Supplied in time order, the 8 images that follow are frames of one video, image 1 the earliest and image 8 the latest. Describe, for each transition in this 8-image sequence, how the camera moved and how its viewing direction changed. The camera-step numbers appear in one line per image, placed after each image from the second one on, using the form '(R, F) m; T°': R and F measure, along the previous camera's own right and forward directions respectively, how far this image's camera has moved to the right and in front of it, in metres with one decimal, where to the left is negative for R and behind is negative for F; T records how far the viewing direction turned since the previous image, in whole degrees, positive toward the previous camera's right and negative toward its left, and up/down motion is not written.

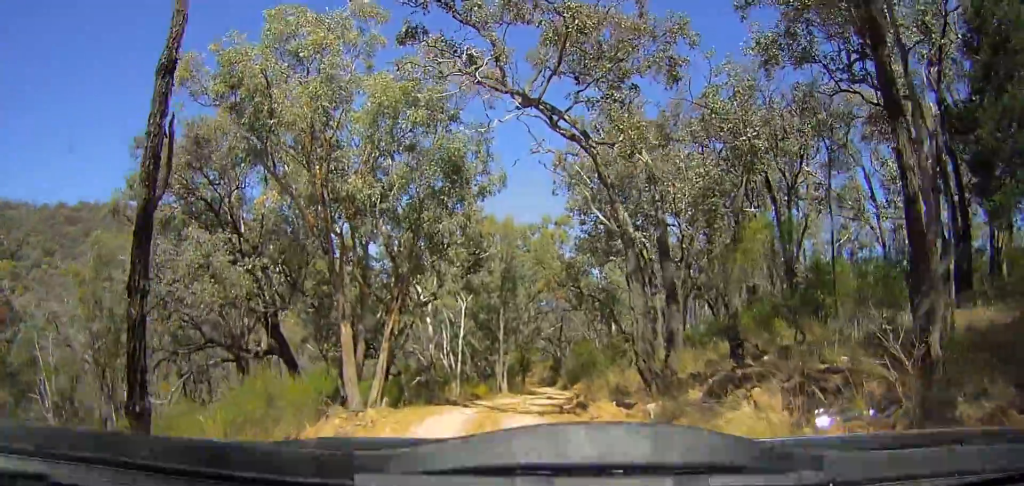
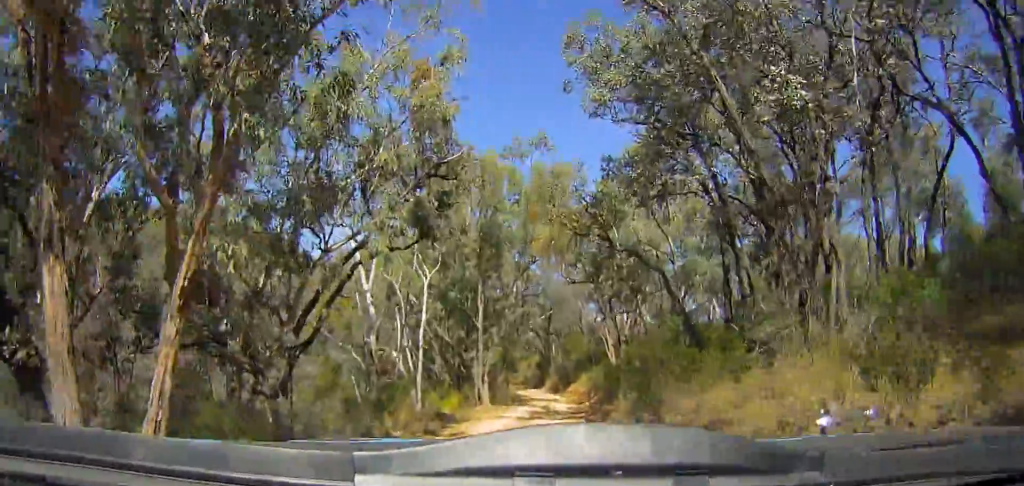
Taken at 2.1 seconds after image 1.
(-0.1, +12.2) m; -1°
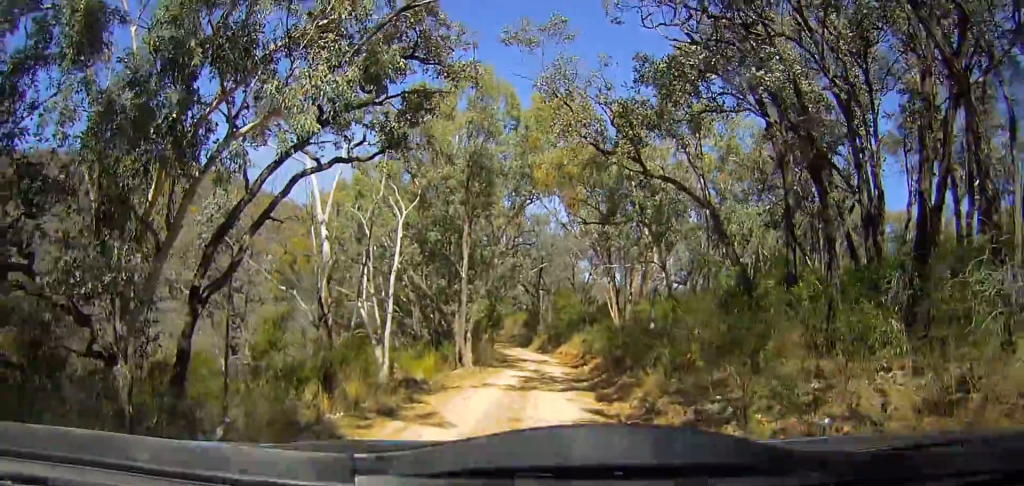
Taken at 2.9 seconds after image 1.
(0.0, +5.1) m; 0°
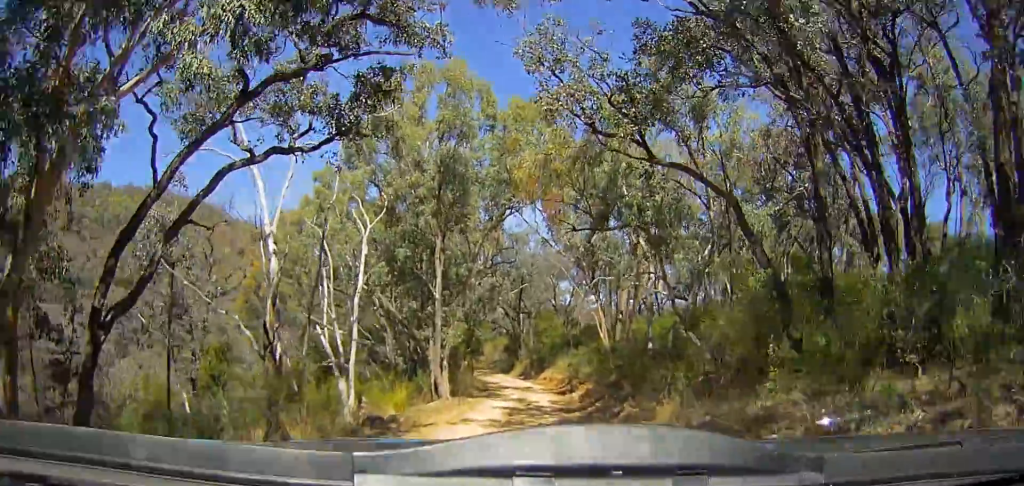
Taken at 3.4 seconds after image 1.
(0.0, +2.7) m; +1°
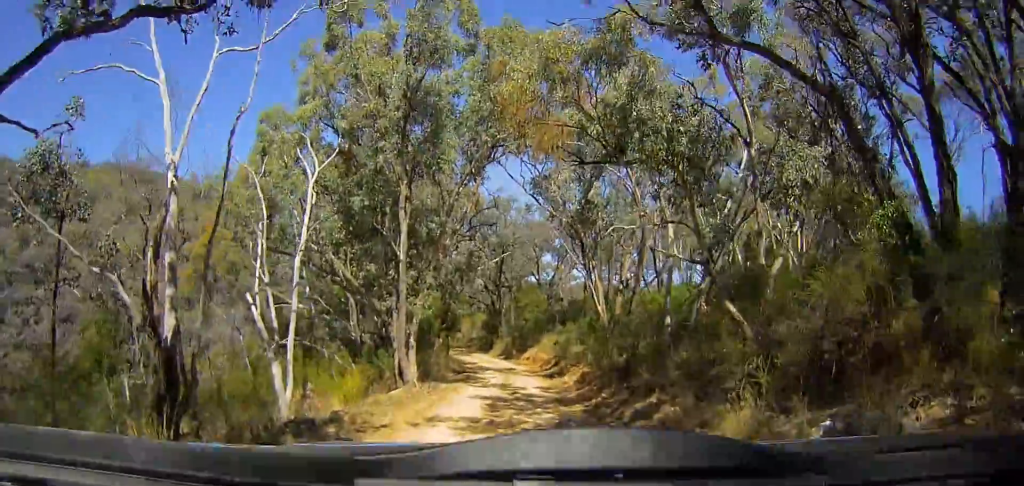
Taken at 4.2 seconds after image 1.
(+0.1, +4.3) m; +2°
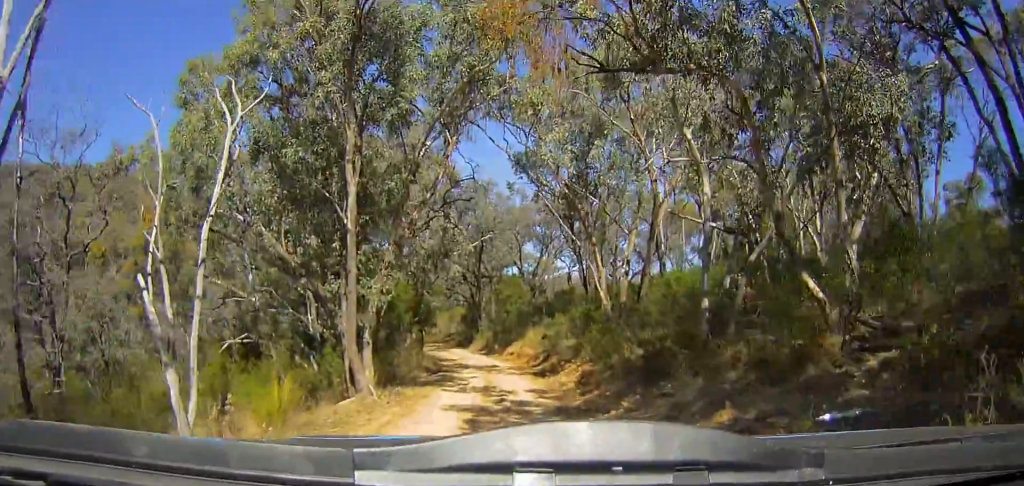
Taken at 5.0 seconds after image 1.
(+0.1, +4.3) m; +2°
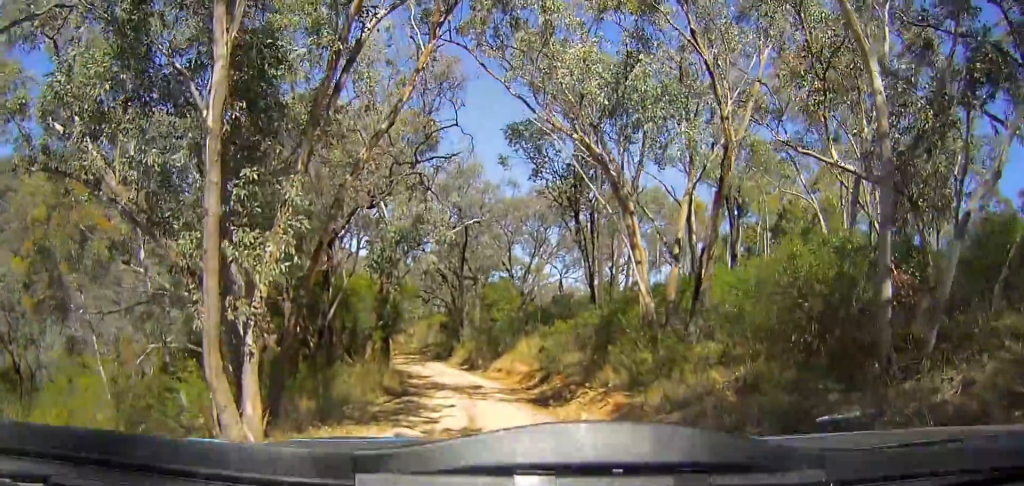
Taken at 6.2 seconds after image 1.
(+0.1, +6.5) m; +1°
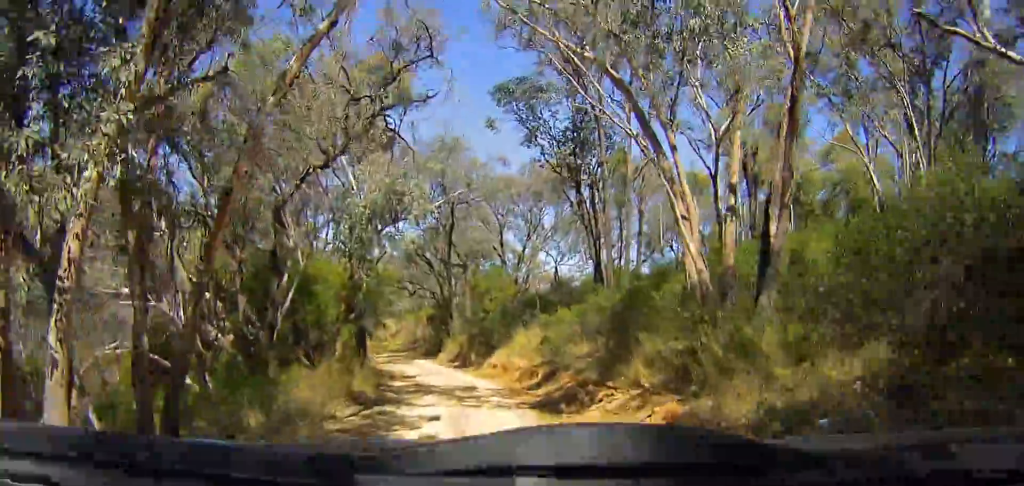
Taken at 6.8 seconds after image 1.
(0.0, +3.9) m; +1°
